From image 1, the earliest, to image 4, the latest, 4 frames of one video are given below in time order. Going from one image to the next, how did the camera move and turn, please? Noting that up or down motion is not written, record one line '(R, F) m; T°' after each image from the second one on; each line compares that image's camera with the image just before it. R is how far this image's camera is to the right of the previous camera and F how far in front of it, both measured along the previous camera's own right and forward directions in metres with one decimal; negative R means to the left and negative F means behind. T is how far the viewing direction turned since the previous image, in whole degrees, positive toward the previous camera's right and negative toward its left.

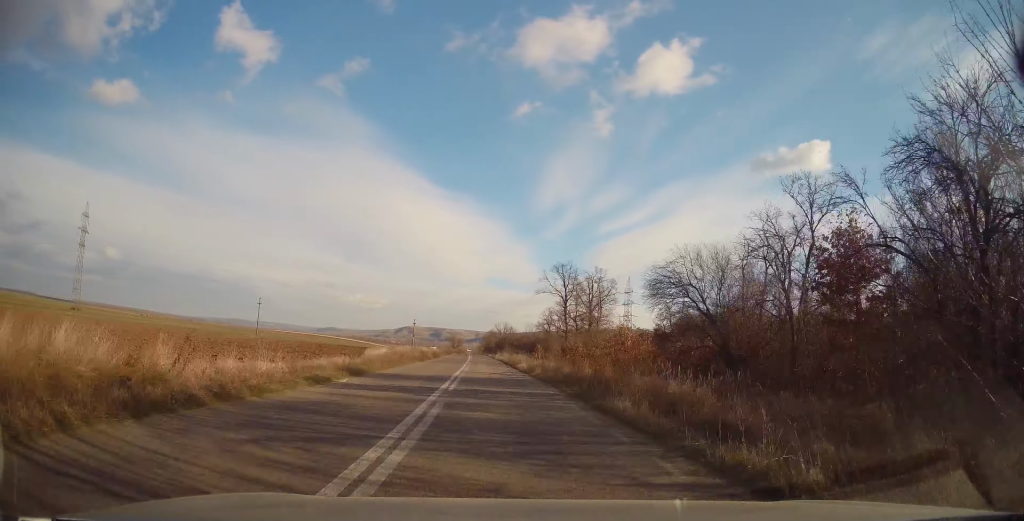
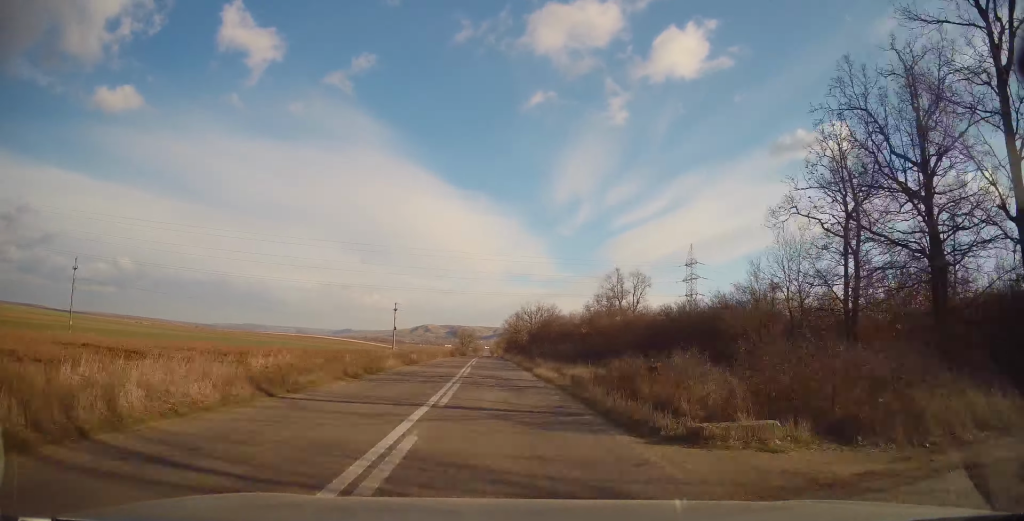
(-1.7, +76.0) m; -2°
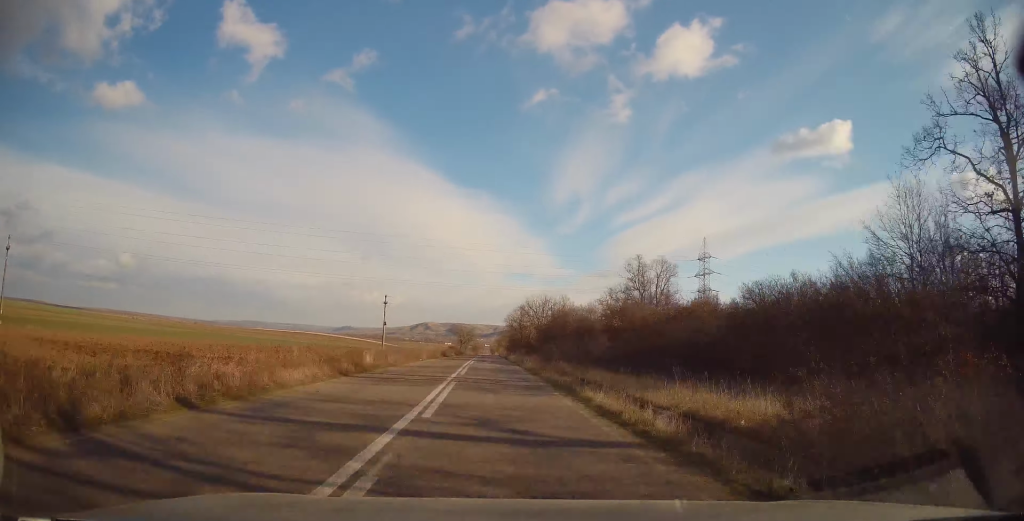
(-0.1, +13.3) m; 0°
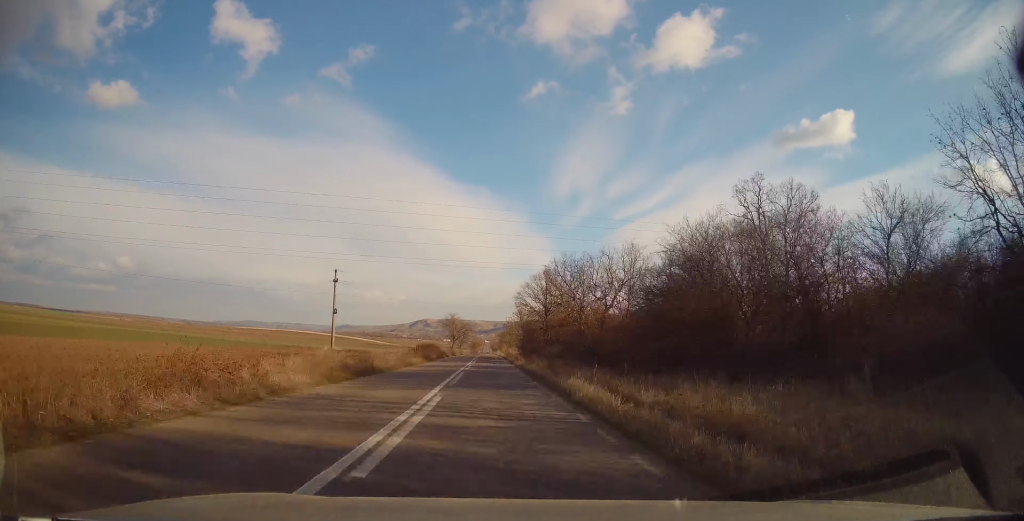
(+0.1, +40.0) m; +1°
